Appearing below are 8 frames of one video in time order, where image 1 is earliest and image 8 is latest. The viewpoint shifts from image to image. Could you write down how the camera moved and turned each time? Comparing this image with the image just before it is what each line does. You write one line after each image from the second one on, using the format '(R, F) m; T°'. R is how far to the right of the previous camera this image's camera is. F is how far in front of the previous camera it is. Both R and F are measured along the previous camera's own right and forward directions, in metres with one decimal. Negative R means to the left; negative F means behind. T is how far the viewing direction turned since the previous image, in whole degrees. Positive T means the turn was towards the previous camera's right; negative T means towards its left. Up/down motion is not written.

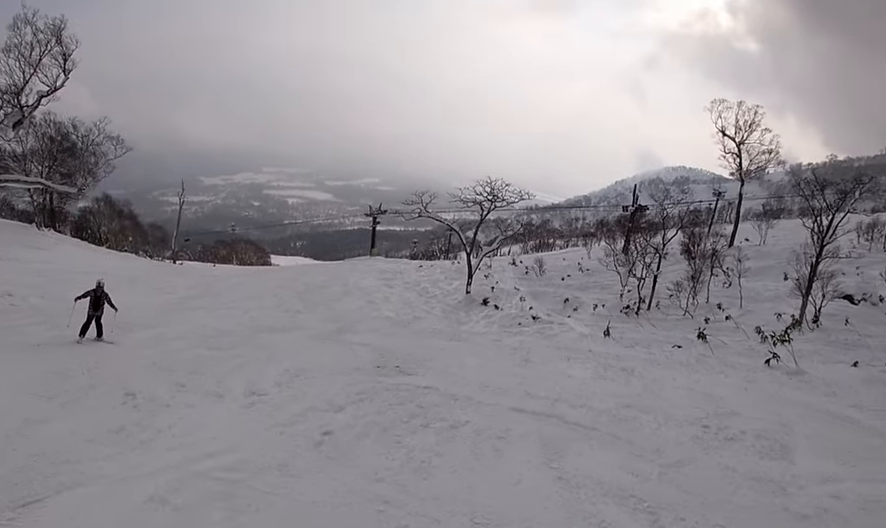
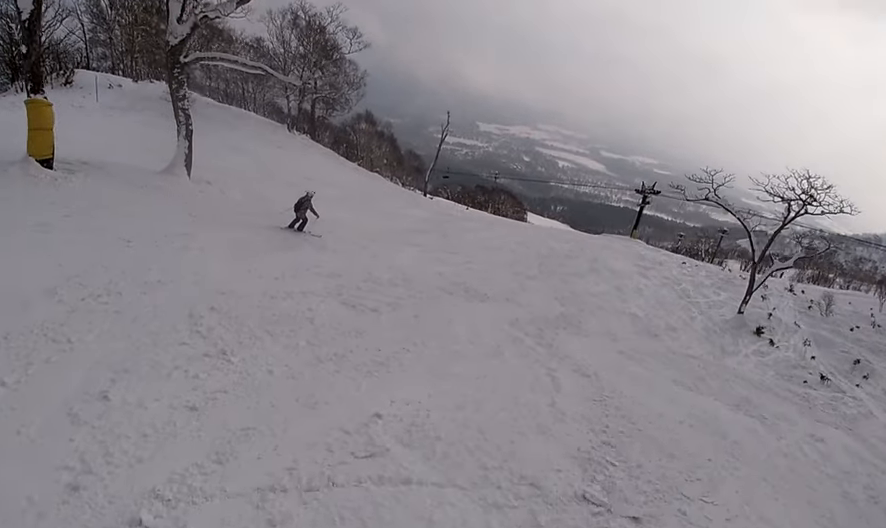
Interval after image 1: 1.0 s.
(-1.1, +4.7) m; -24°
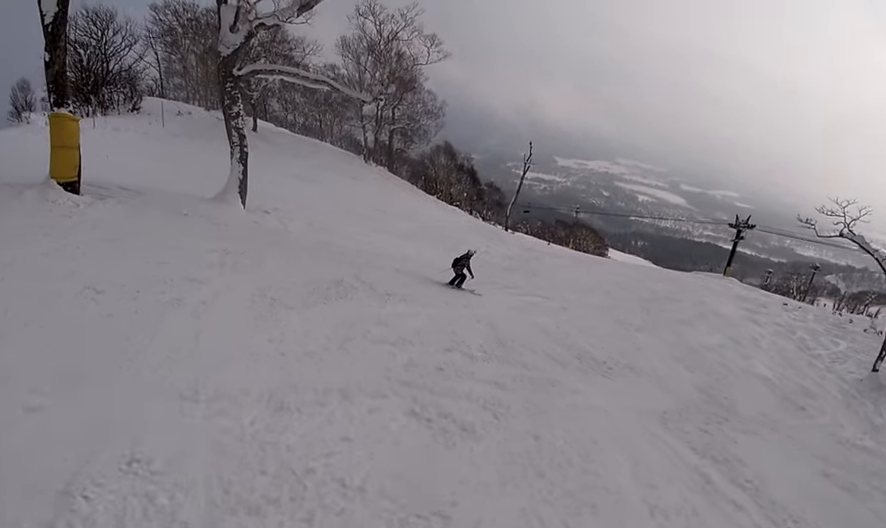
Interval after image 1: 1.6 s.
(-0.5, +3.3) m; -6°
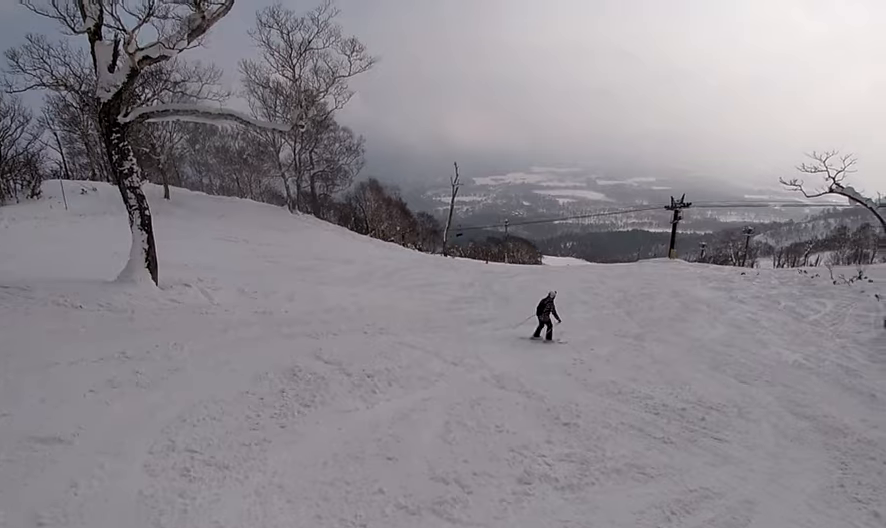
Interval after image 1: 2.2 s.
(-0.4, +3.3) m; +2°
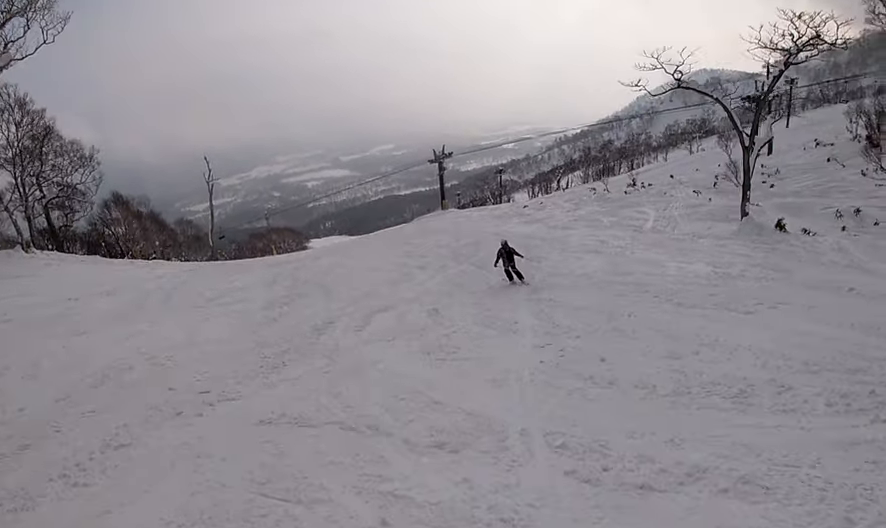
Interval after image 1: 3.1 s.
(+0.7, +5.8) m; +22°
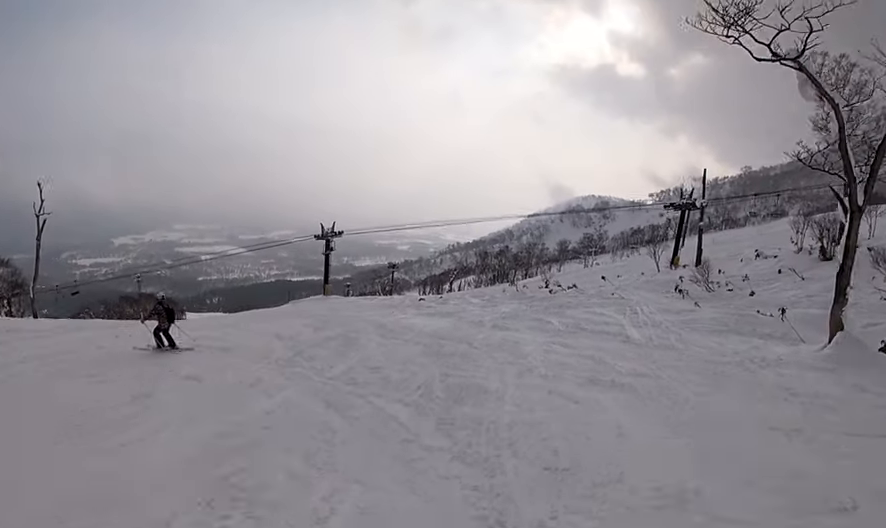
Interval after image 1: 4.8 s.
(+3.3, +10.6) m; +14°
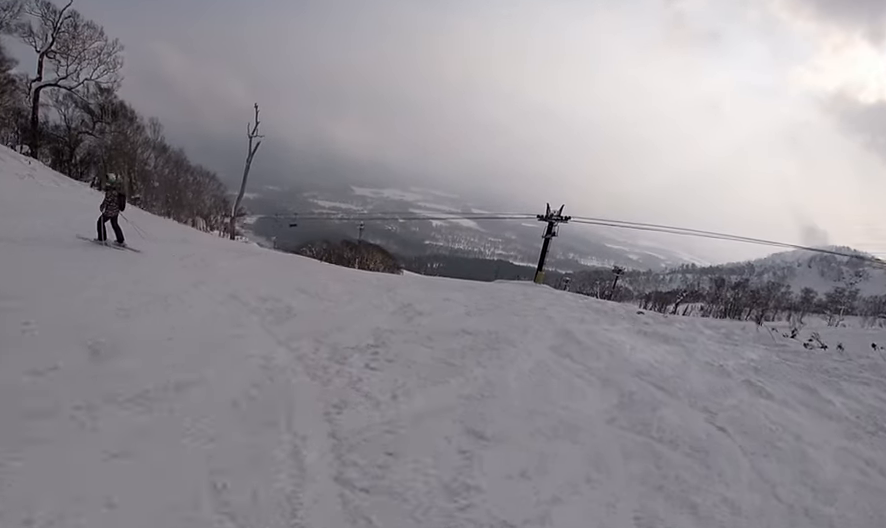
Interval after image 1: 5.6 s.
(-0.2, +4.7) m; -7°
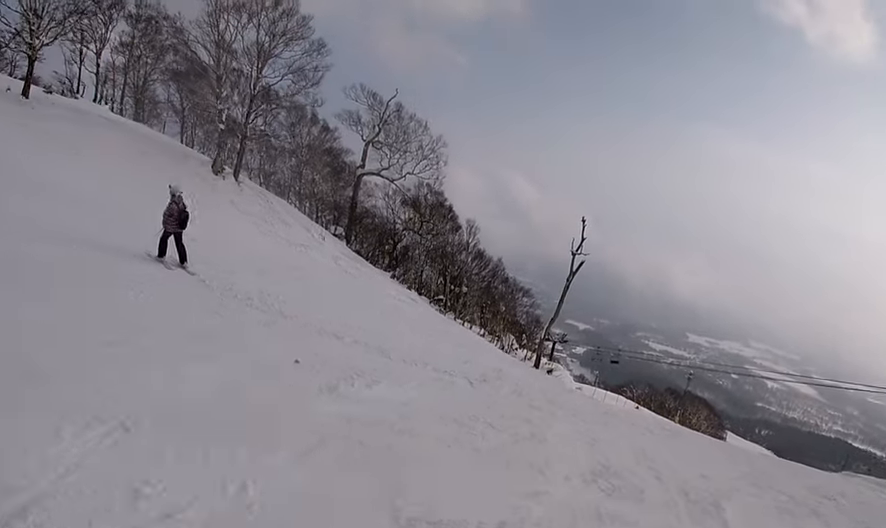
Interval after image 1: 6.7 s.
(-0.7, +6.6) m; -17°
